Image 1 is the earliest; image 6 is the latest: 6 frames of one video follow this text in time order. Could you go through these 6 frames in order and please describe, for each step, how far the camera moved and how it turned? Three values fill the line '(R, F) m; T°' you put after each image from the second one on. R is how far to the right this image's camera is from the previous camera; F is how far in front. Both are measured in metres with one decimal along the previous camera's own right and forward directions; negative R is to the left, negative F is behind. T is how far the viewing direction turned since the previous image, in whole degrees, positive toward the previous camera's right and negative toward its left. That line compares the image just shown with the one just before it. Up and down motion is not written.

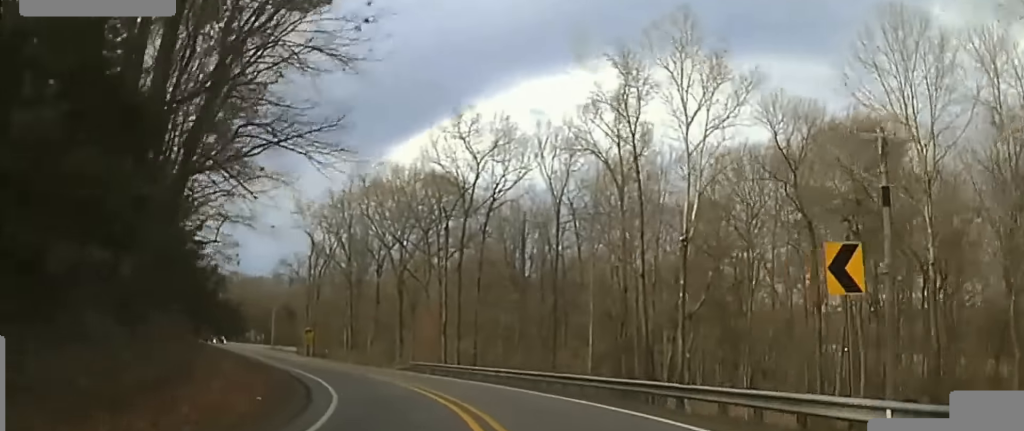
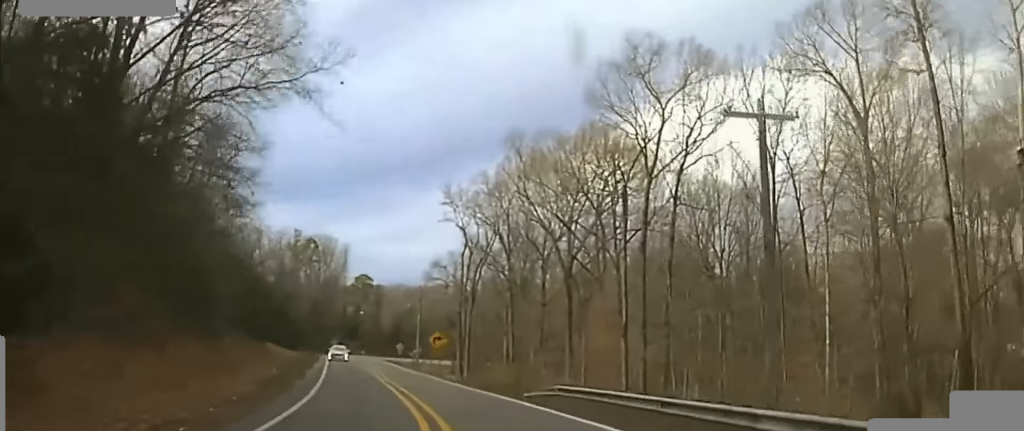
(0.0, +21.3) m; -1°
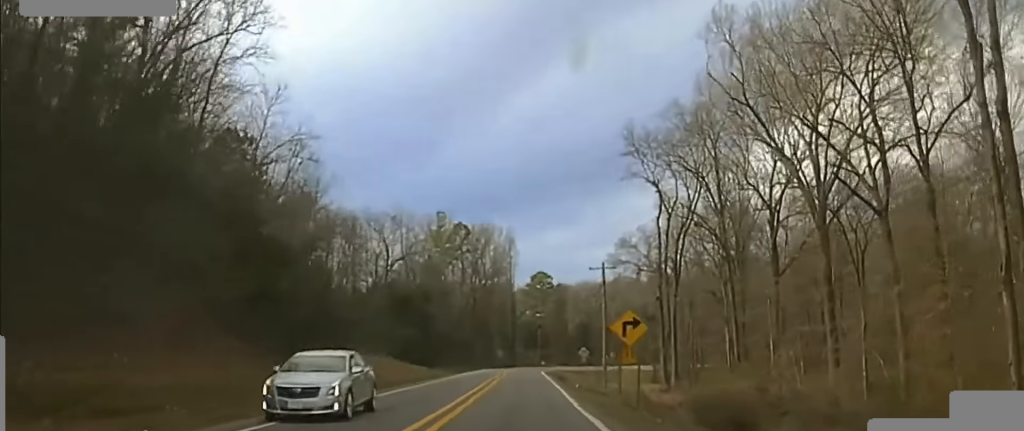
(-5.0, +51.7) m; -16°
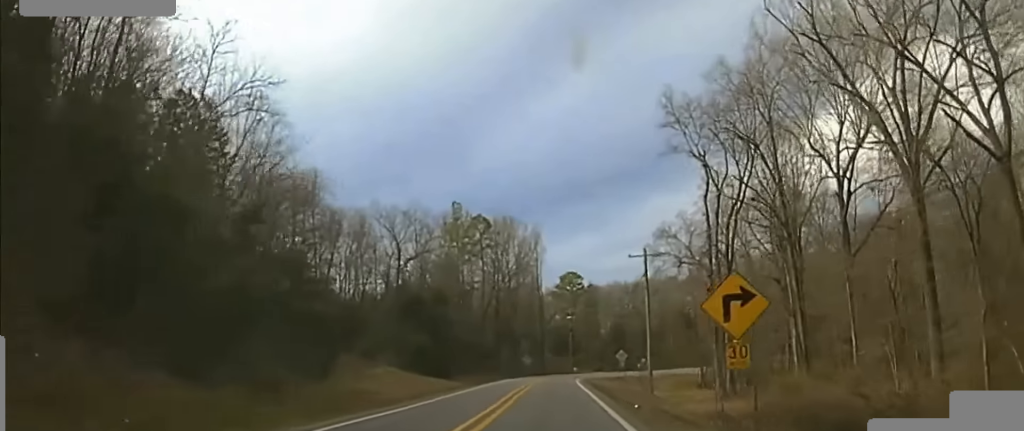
(-0.6, +18.2) m; -7°
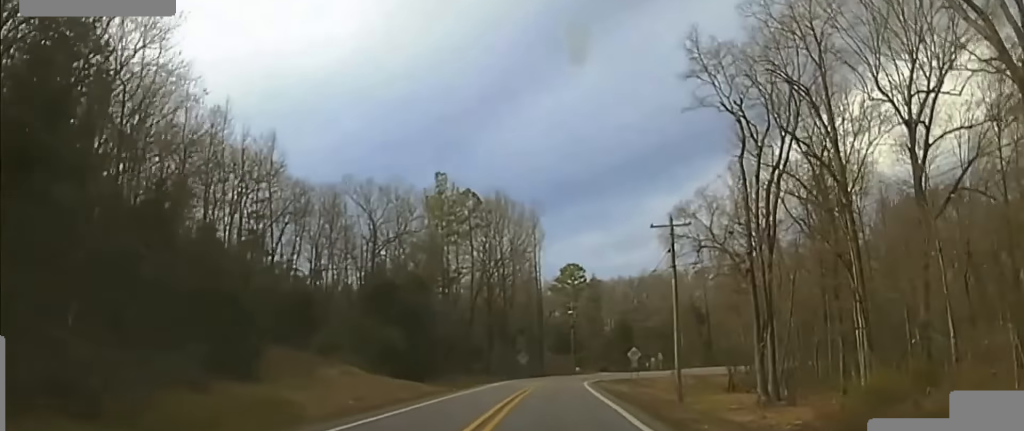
(-2.4, +21.3) m; -4°
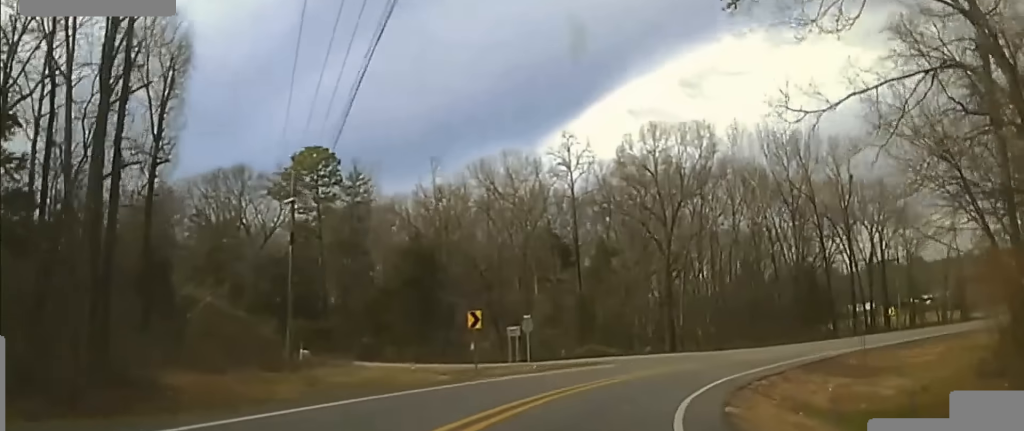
(+4.8, +110.7) m; +16°
